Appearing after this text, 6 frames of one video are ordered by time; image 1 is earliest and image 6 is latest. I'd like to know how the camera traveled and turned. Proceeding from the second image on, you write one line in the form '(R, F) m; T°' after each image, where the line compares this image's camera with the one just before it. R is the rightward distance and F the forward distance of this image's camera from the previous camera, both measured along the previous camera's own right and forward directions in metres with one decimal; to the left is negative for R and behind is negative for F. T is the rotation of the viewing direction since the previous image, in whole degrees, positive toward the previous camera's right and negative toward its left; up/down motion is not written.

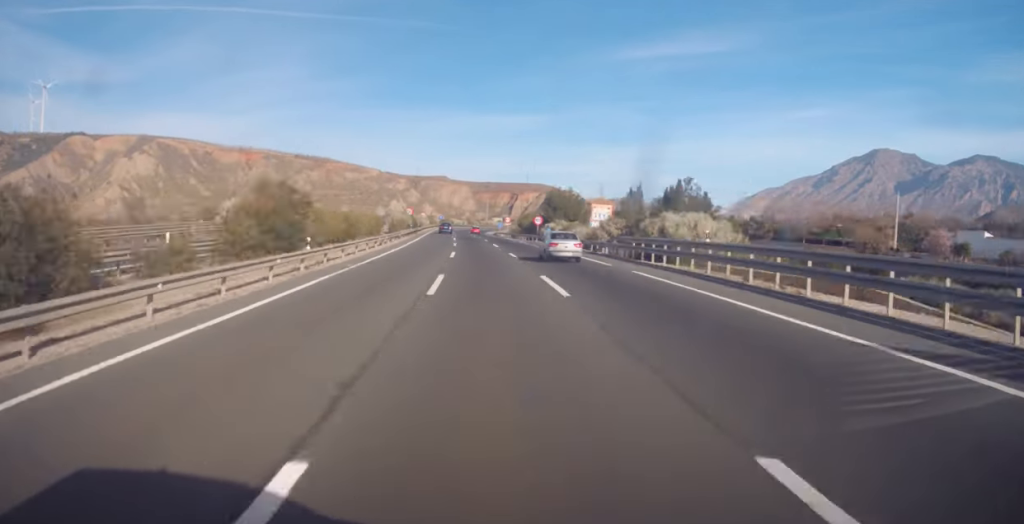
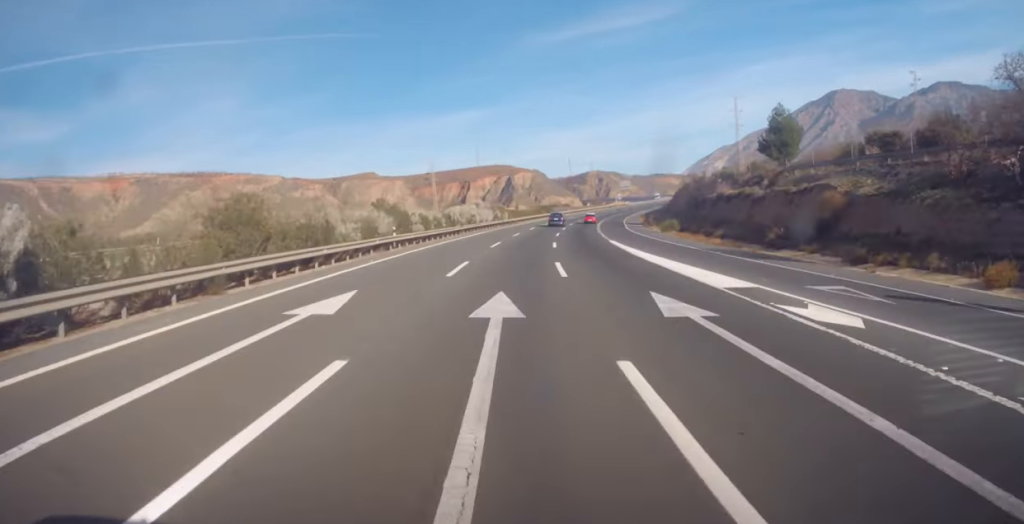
(+6.0, +247.3) m; +10°
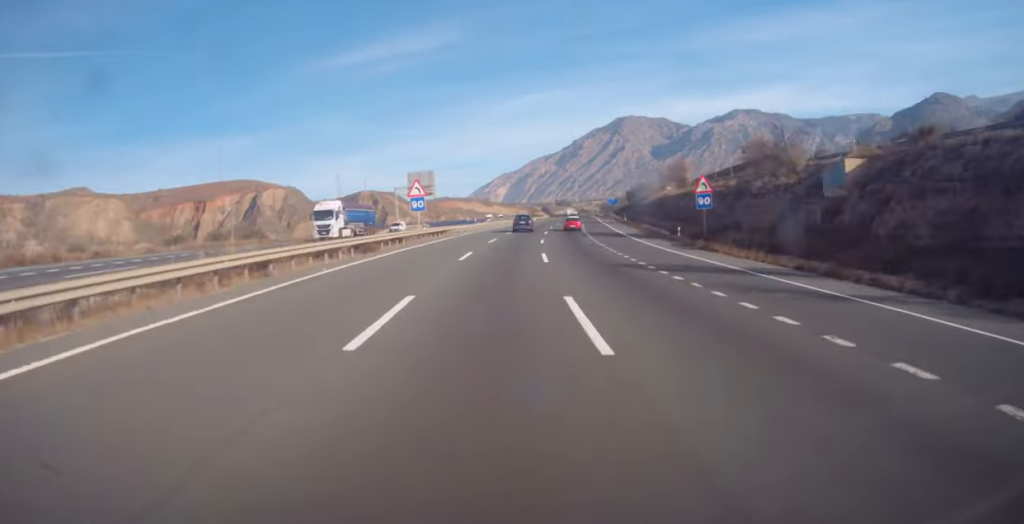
(+20.9, +177.9) m; +4°
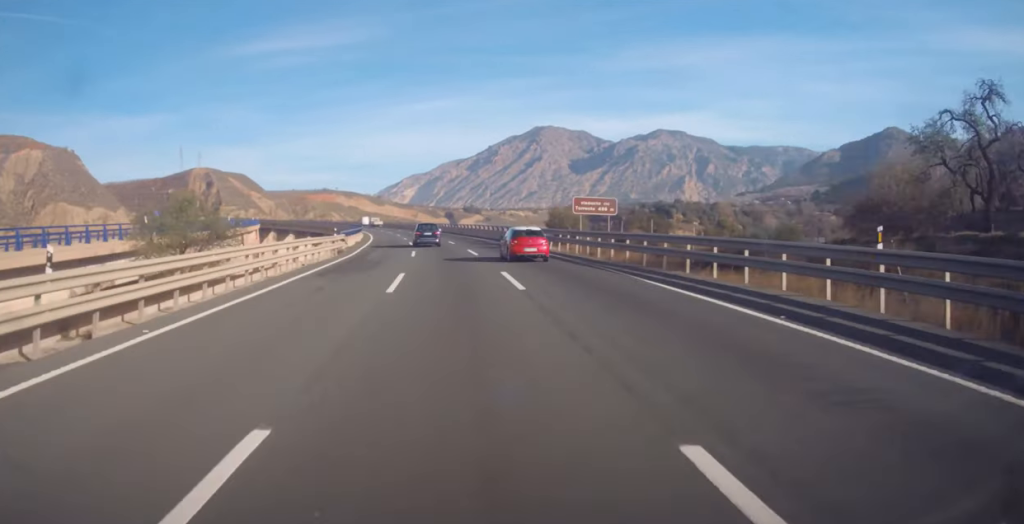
(+7.7, +212.6) m; -7°
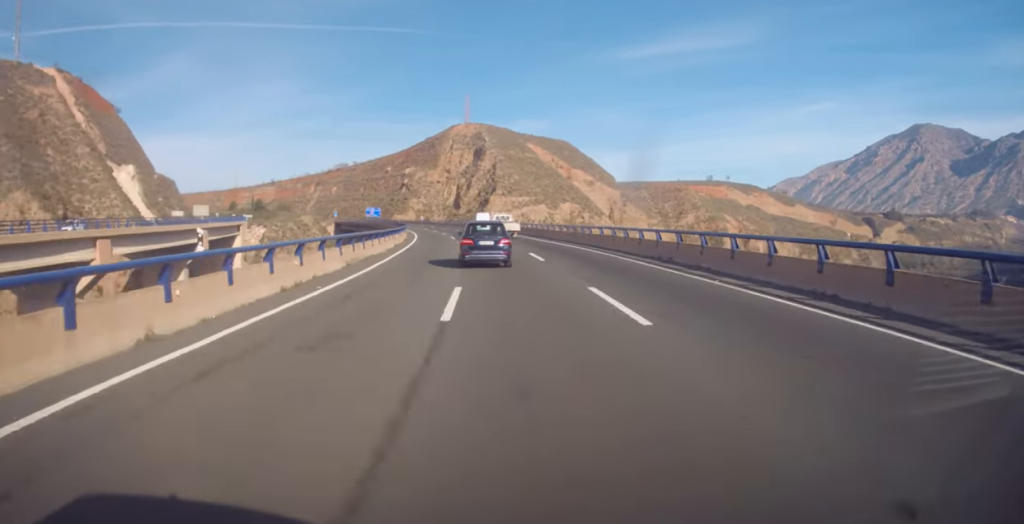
(-54.7, +265.4) m; -26°
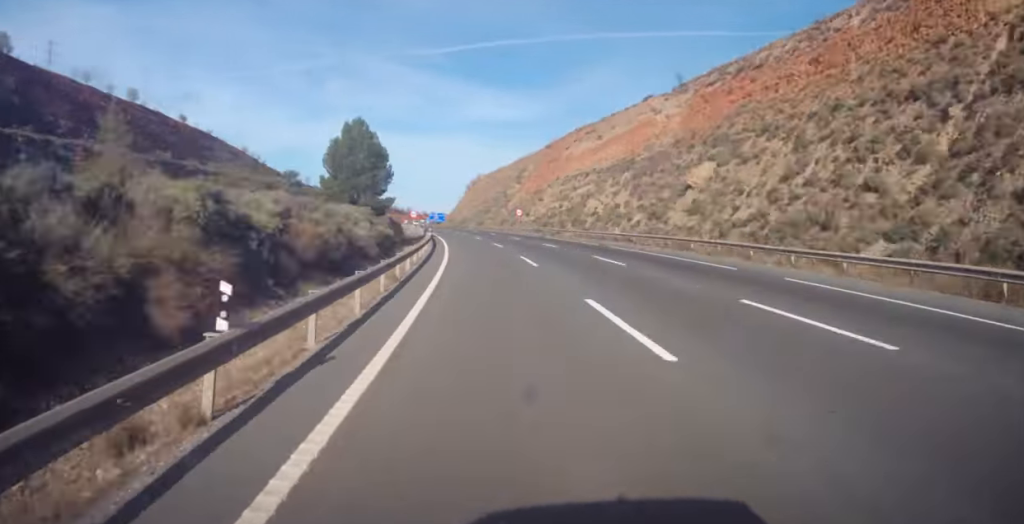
(-101.2, +339.1) m; -28°
